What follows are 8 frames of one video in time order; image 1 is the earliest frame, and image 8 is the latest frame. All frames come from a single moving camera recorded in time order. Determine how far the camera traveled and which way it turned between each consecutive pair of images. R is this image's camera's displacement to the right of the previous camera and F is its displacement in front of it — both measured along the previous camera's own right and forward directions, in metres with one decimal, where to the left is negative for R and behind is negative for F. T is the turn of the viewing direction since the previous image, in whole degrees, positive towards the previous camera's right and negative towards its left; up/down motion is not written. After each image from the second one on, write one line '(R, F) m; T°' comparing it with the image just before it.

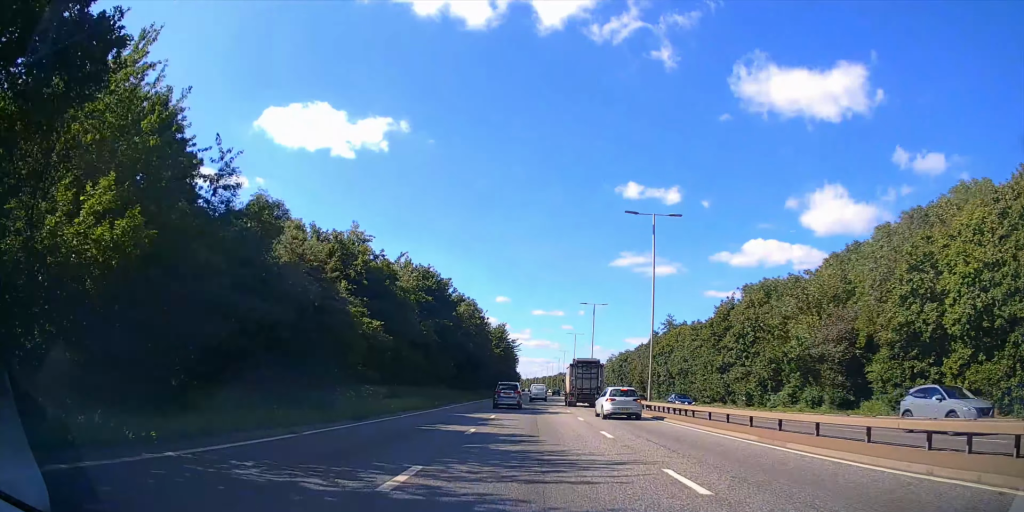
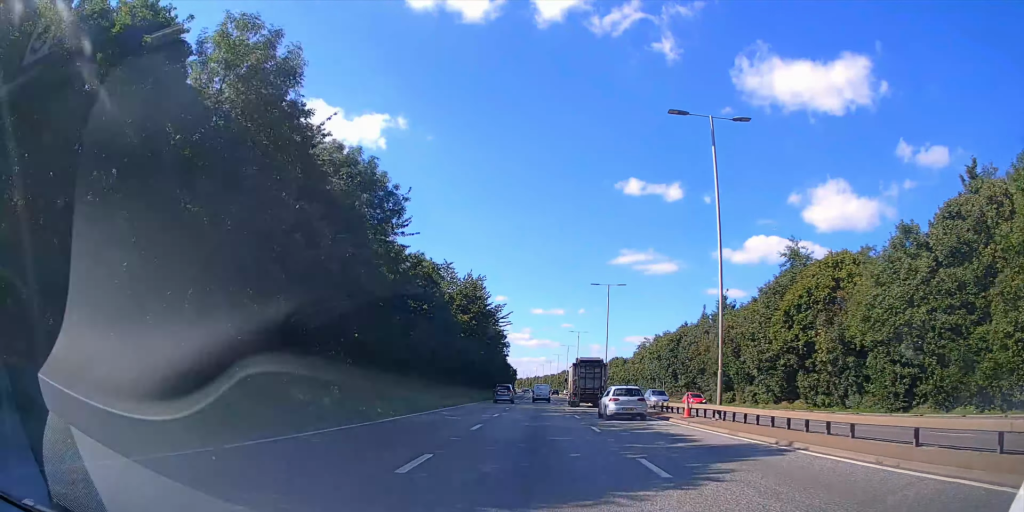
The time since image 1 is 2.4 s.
(-0.1, +54.1) m; 0°
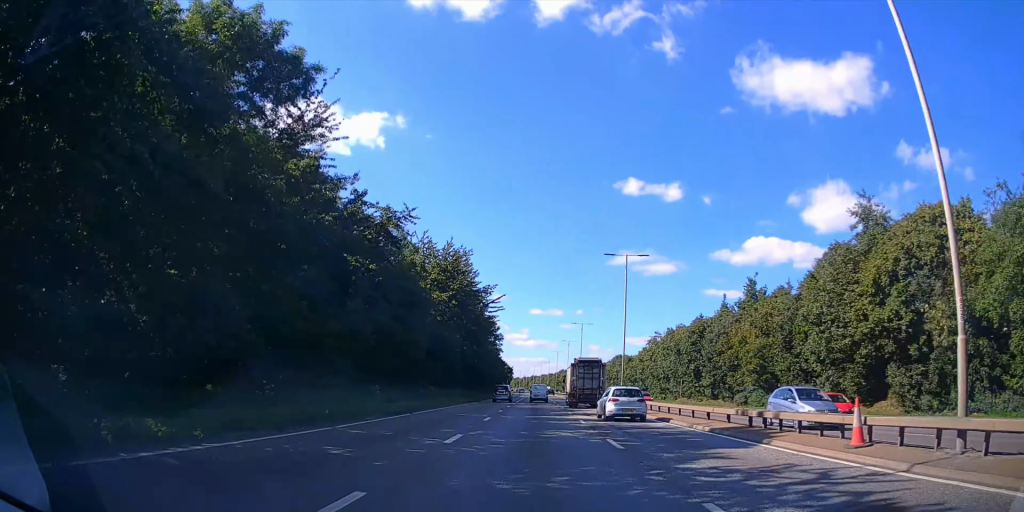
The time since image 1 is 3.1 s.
(0.0, +14.1) m; 0°
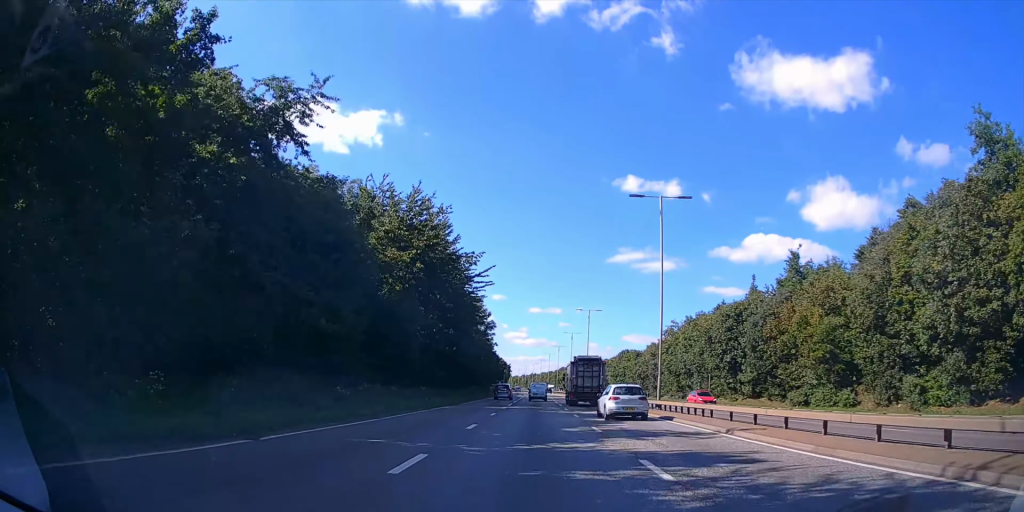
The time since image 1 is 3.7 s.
(-0.1, +14.0) m; 0°
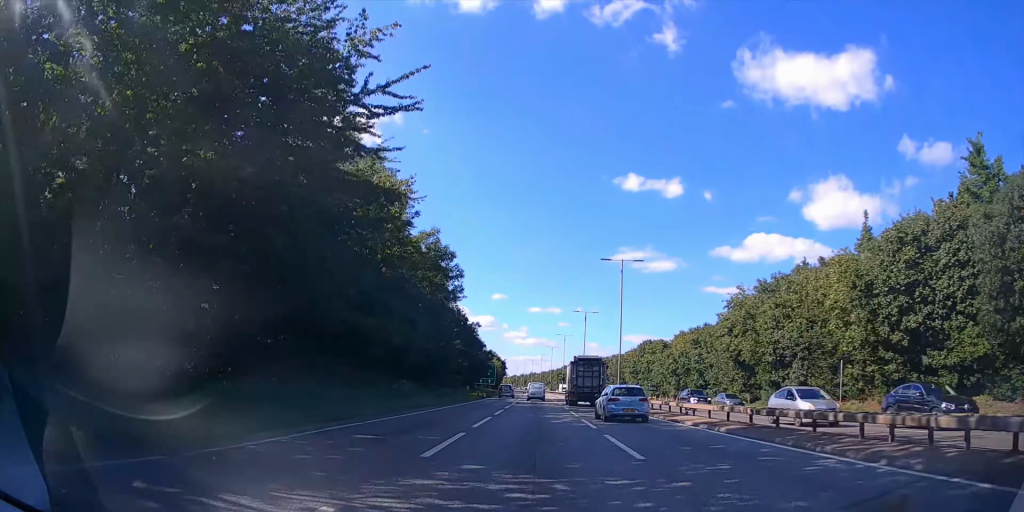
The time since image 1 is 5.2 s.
(+0.1, +33.3) m; 0°
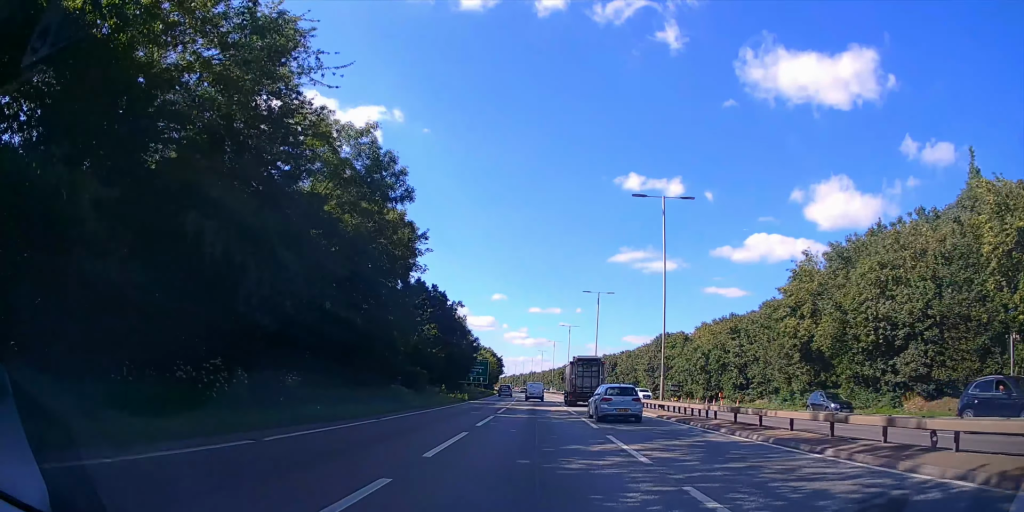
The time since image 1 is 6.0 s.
(-0.1, +17.0) m; 0°
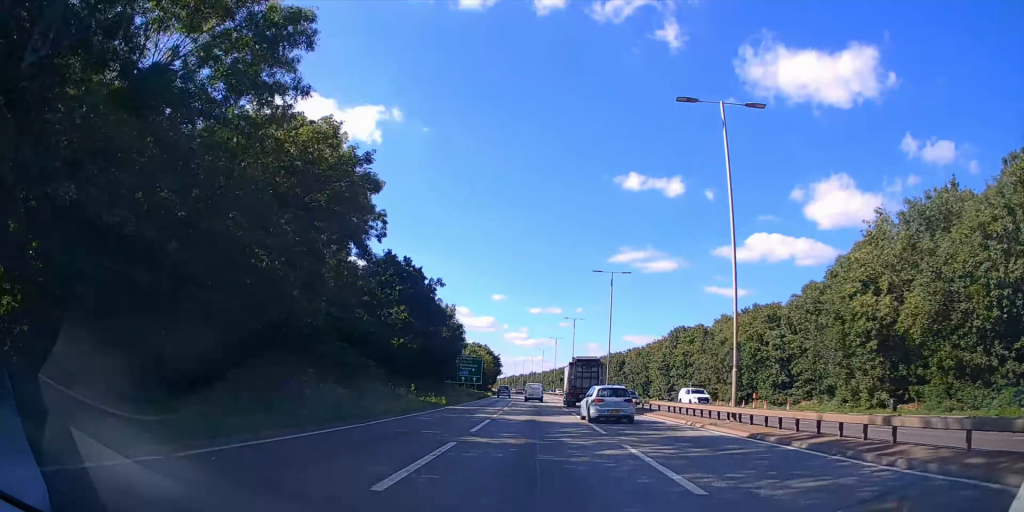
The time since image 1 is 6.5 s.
(+0.1, +12.6) m; 0°
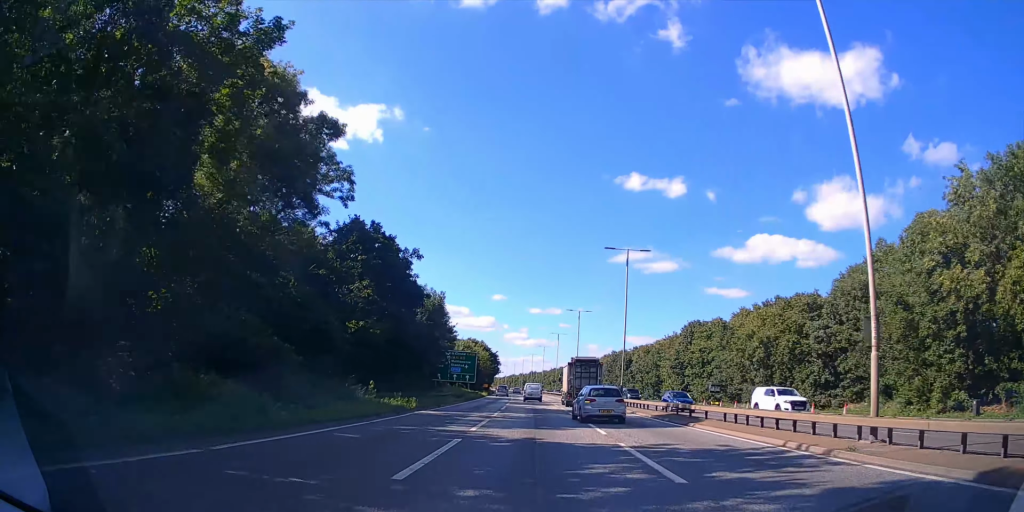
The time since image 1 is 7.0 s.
(0.0, +9.6) m; 0°
